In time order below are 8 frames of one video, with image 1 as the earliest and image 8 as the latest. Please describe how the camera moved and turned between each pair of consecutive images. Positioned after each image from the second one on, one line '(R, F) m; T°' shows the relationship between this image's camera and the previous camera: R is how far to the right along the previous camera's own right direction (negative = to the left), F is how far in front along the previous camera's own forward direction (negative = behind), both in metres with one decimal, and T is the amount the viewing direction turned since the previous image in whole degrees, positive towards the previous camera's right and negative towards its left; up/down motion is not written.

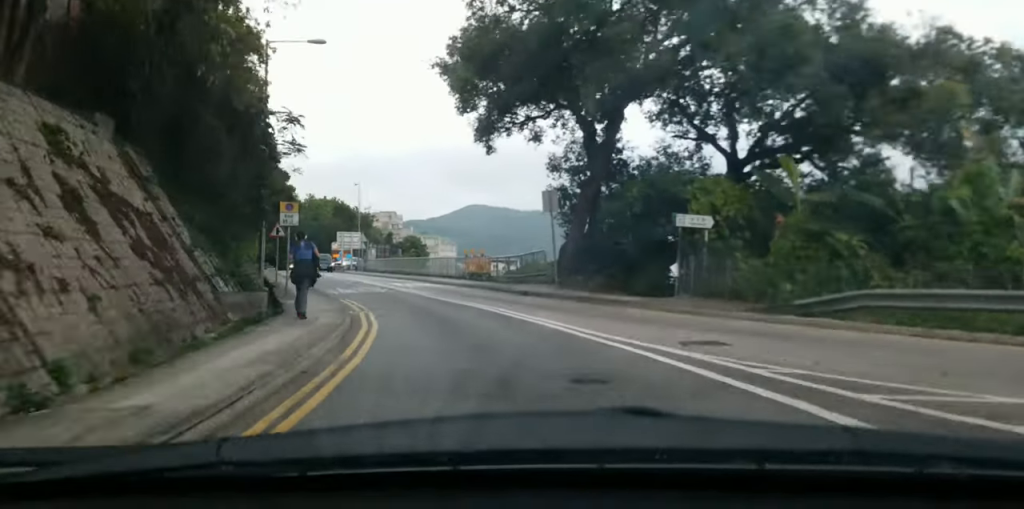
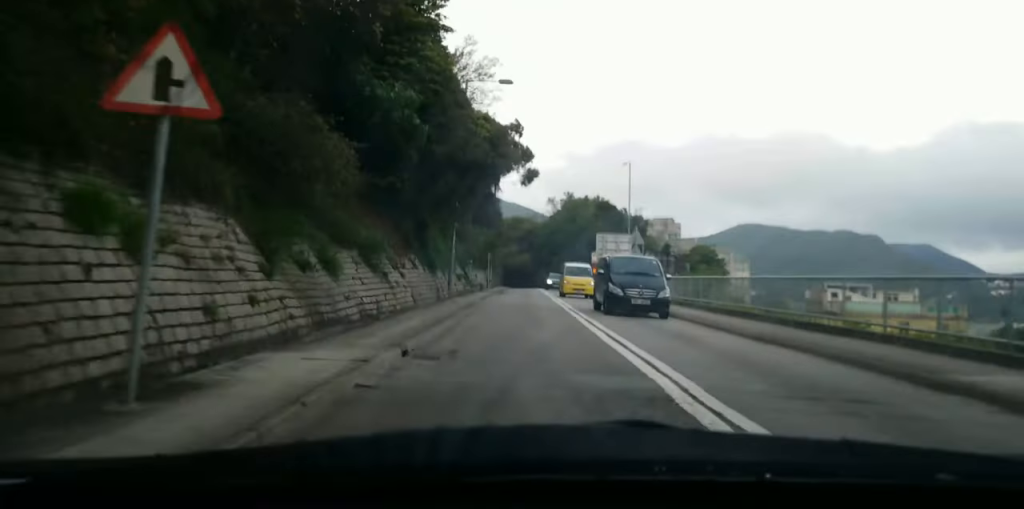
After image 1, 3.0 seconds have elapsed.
(-0.1, +29.9) m; -1°
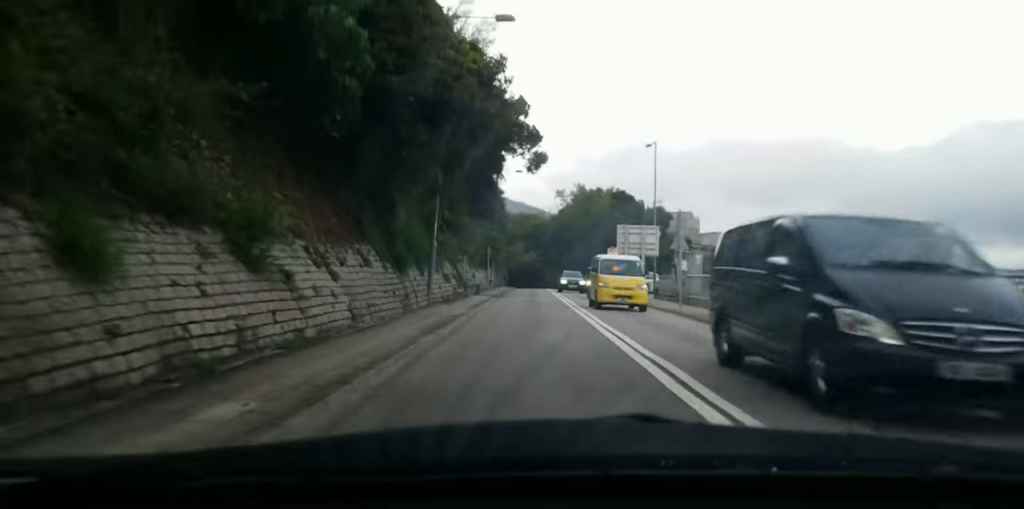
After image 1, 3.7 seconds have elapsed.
(-0.1, +9.2) m; 0°
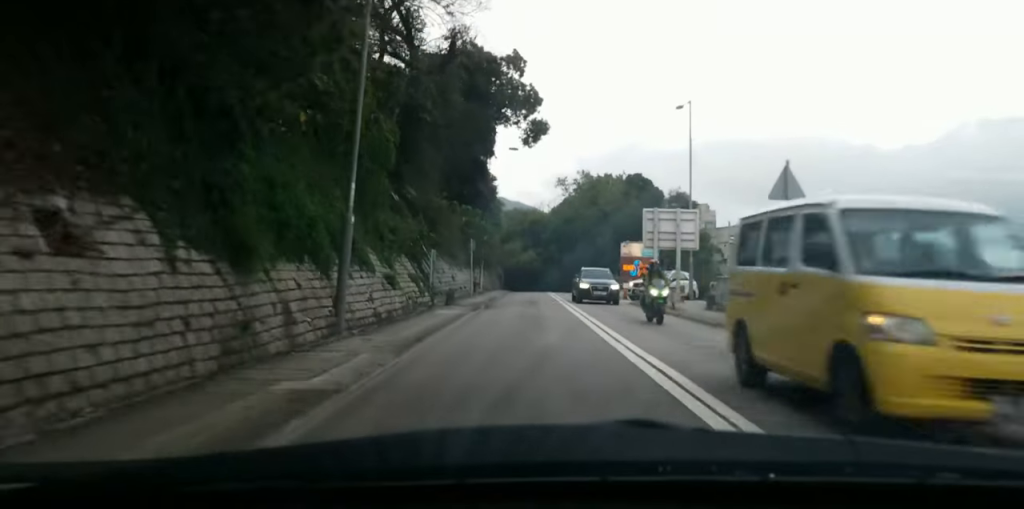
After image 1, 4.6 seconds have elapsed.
(0.0, +12.0) m; 0°
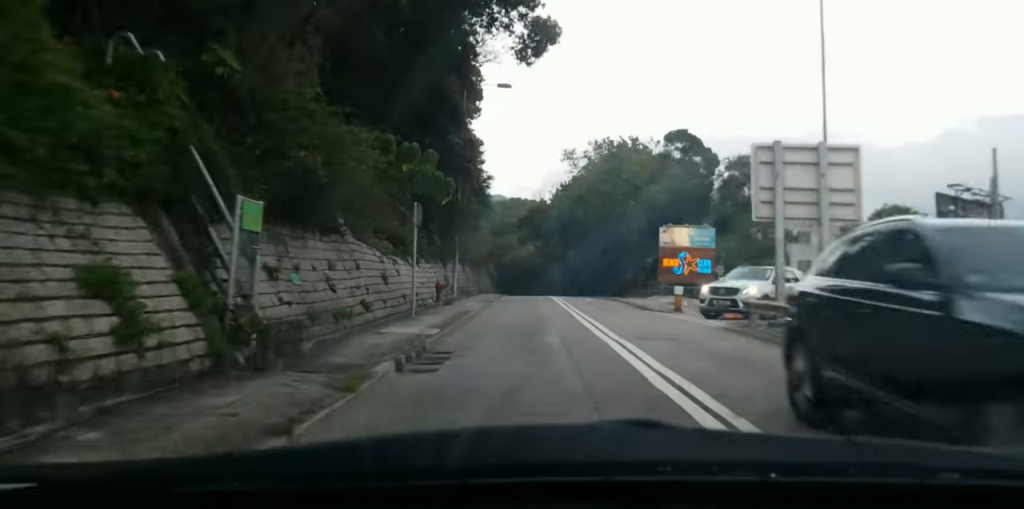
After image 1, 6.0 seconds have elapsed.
(+0.1, +18.6) m; 0°
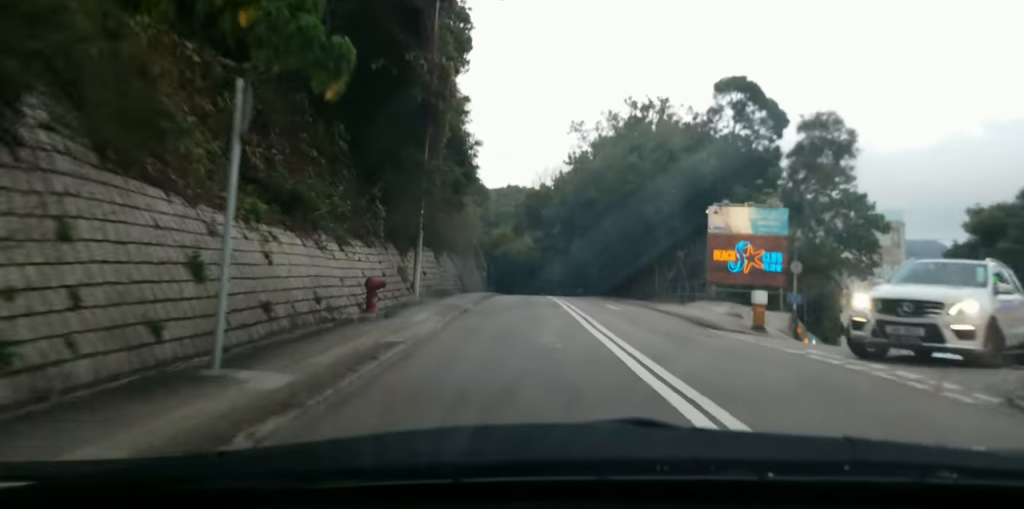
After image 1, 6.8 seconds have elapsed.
(0.0, +11.9) m; 0°
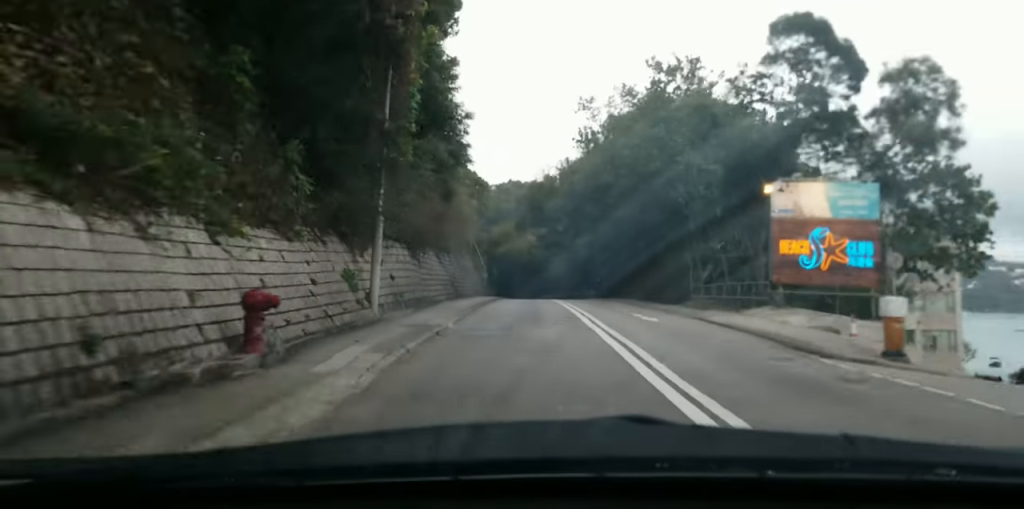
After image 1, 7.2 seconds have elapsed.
(0.0, +7.4) m; 0°
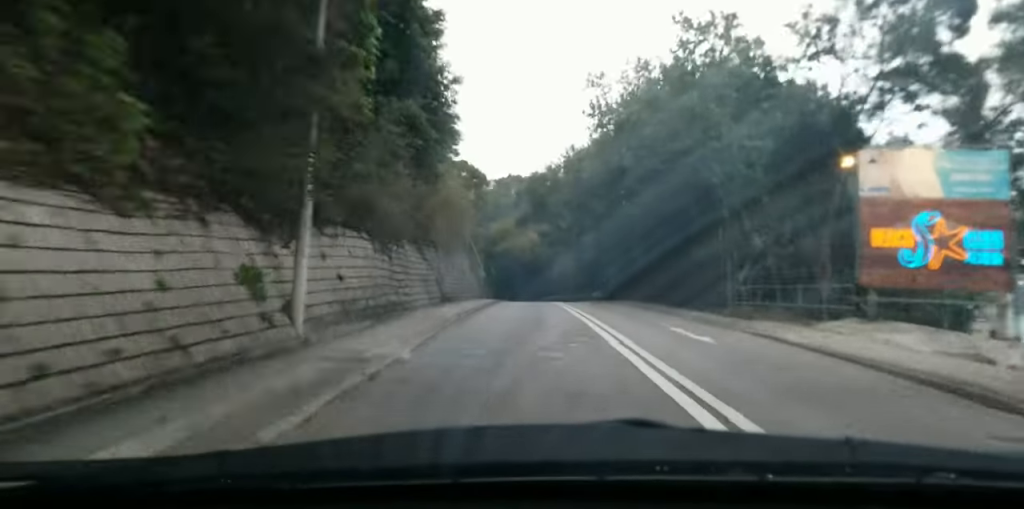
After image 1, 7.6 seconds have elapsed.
(0.0, +6.2) m; 0°
